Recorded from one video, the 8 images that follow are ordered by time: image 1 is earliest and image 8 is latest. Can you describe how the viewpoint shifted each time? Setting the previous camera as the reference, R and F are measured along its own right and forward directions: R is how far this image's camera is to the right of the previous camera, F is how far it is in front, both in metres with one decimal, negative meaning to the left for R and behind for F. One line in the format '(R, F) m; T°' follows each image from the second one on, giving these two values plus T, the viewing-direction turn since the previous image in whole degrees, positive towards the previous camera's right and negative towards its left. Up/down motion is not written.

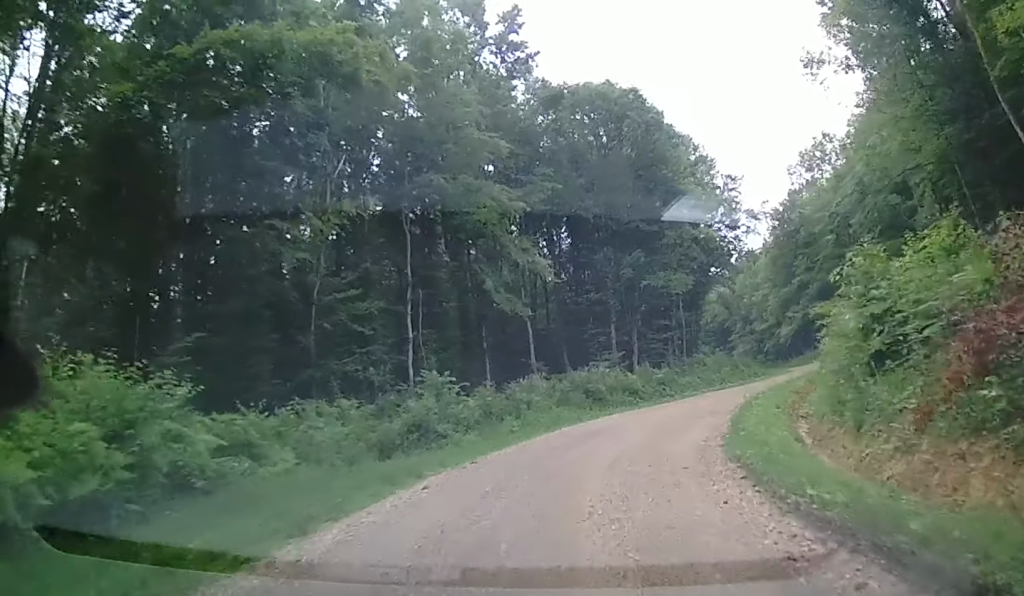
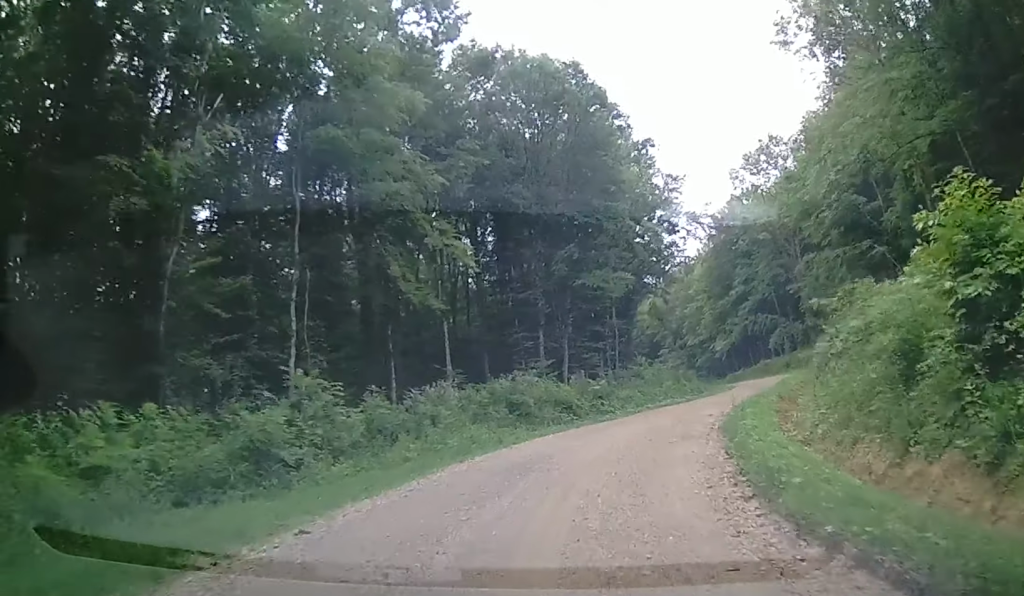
(+0.2, +5.7) m; 0°
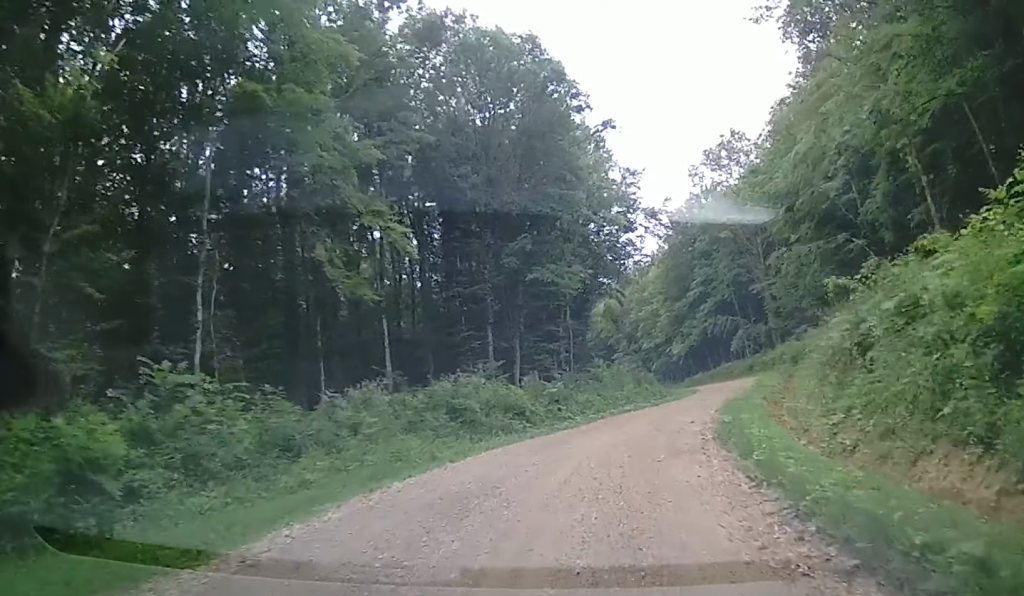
(-0.2, +3.5) m; +2°
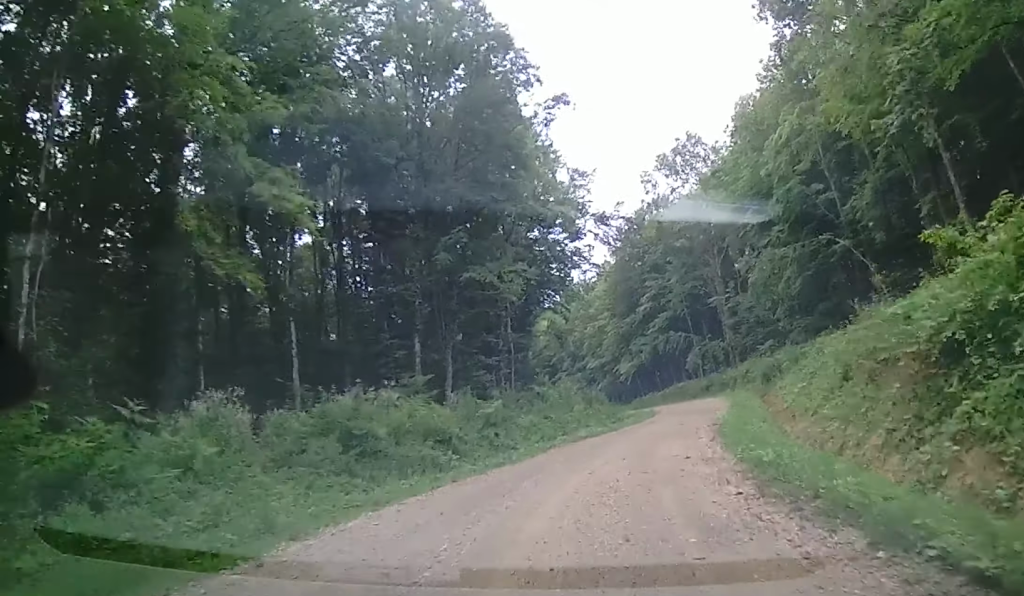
(+0.2, +5.7) m; +6°
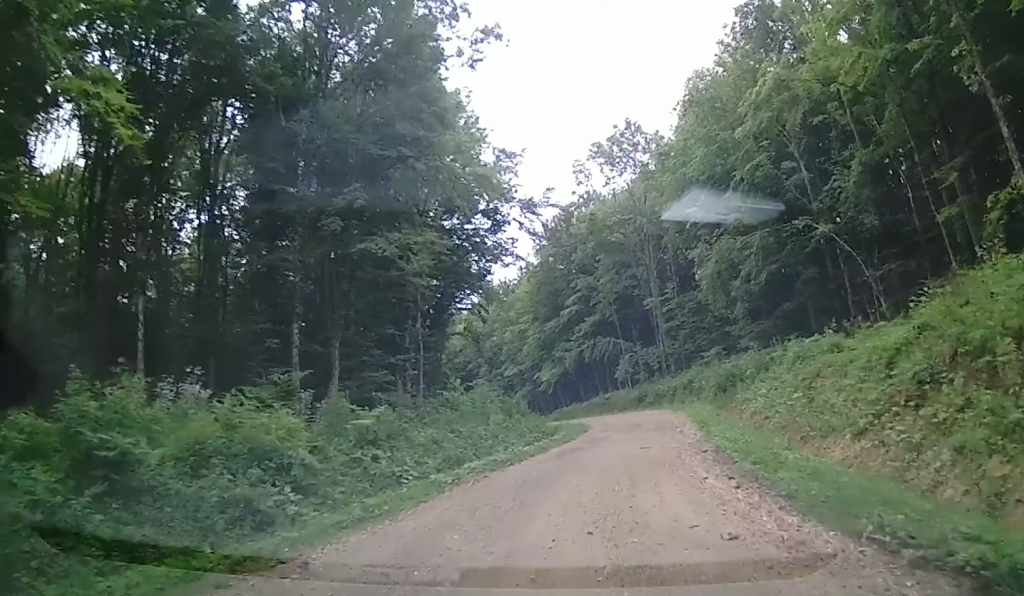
(+0.6, +6.9) m; +10°
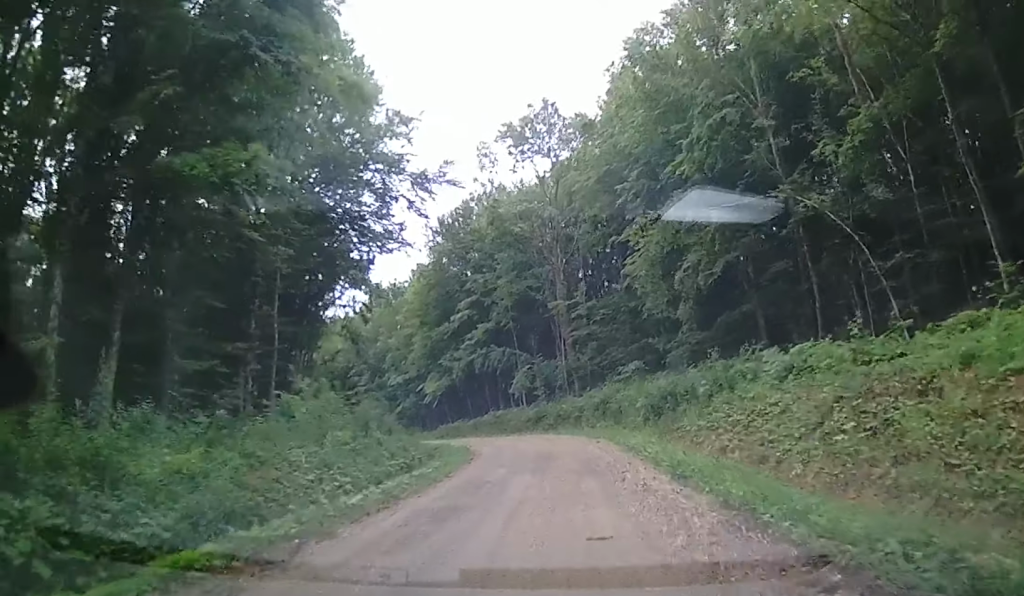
(+1.0, +8.9) m; +12°
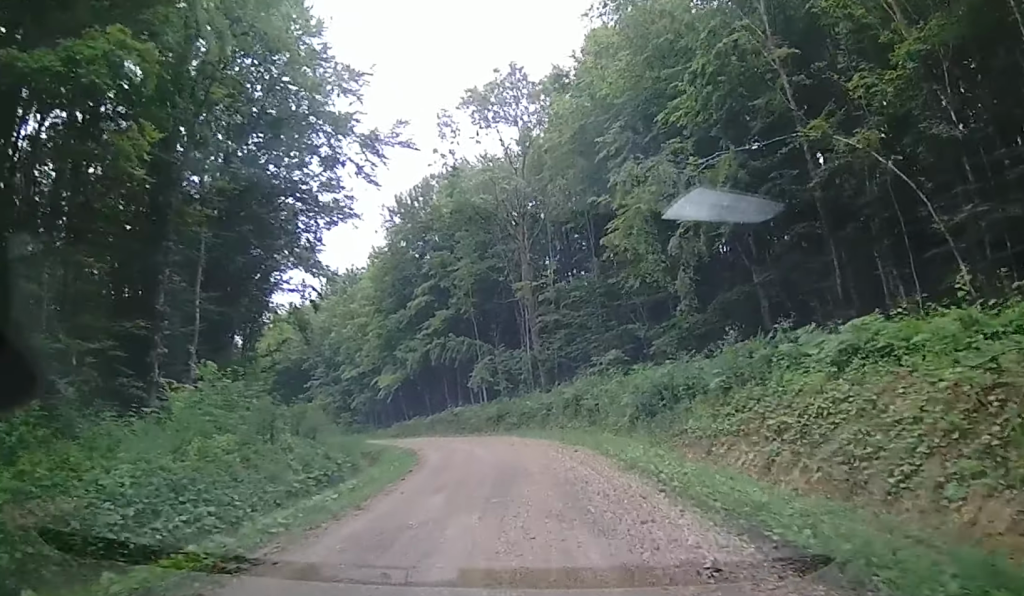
(+0.3, +5.7) m; 0°
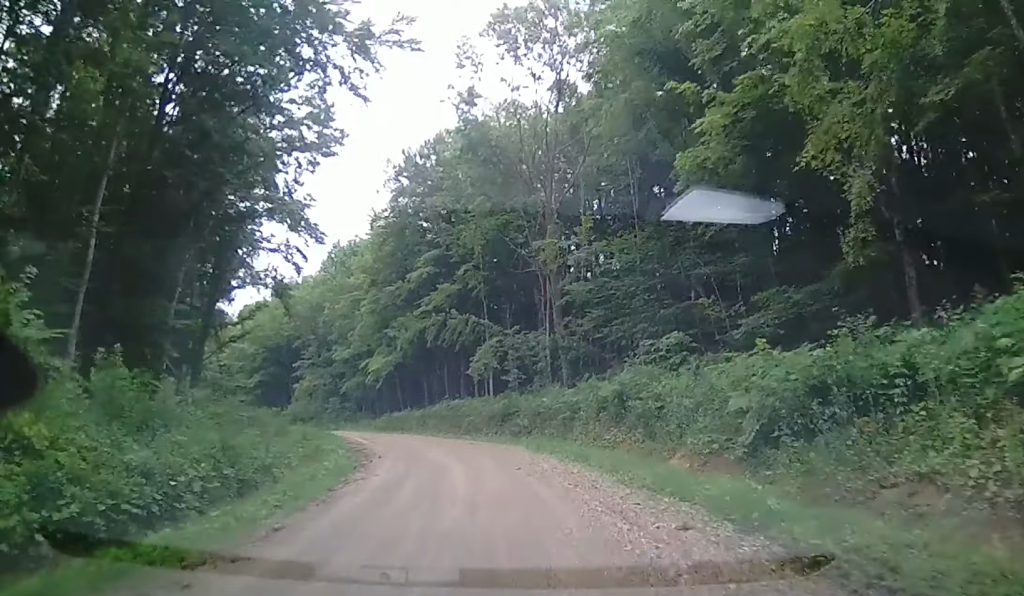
(-0.6, +10.2) m; -5°
